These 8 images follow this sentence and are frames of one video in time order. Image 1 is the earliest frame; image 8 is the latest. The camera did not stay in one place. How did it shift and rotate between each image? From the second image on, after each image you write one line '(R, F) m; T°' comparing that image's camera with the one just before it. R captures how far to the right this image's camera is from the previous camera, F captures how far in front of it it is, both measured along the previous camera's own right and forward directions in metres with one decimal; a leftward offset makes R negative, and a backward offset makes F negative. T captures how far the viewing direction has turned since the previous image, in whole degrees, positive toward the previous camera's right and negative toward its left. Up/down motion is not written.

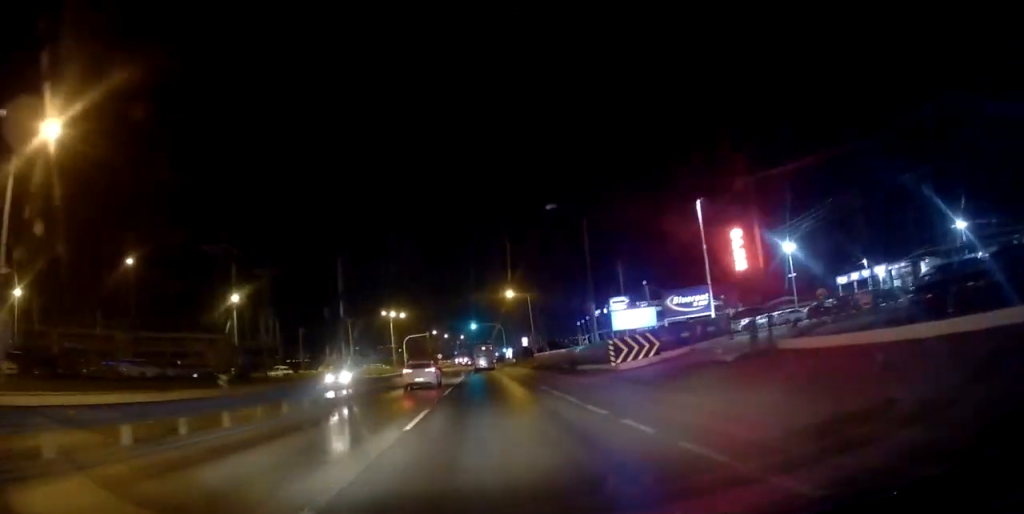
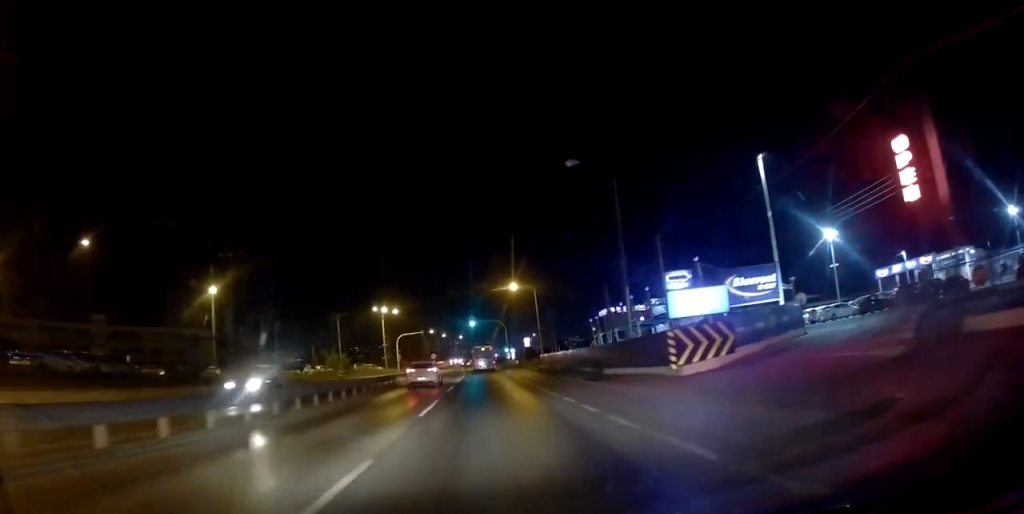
(+0.2, +8.7) m; 0°
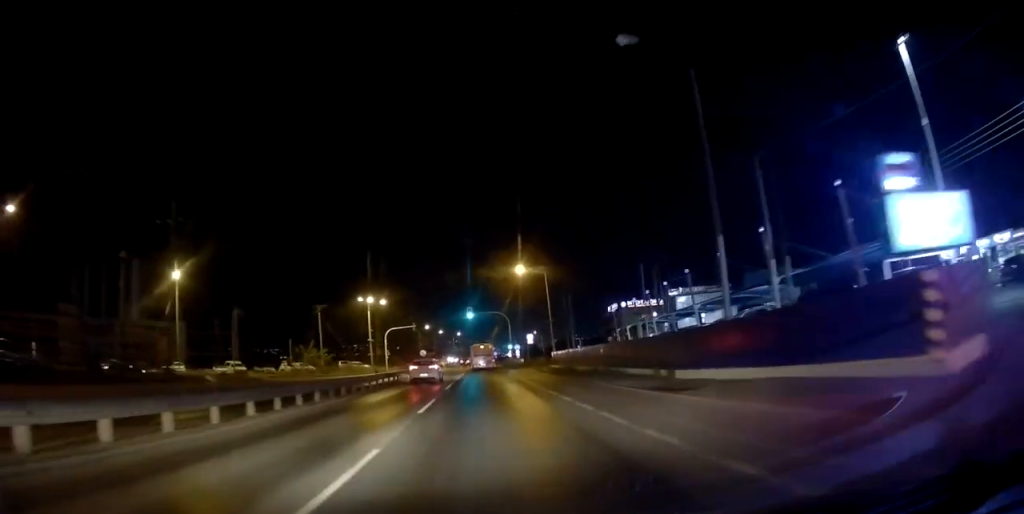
(+0.2, +11.8) m; 0°
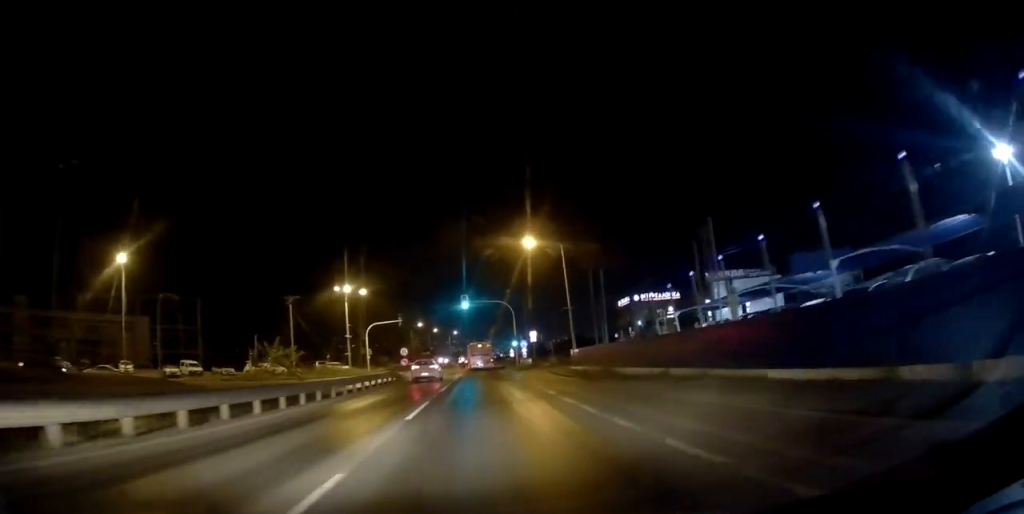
(-0.2, +13.2) m; -1°
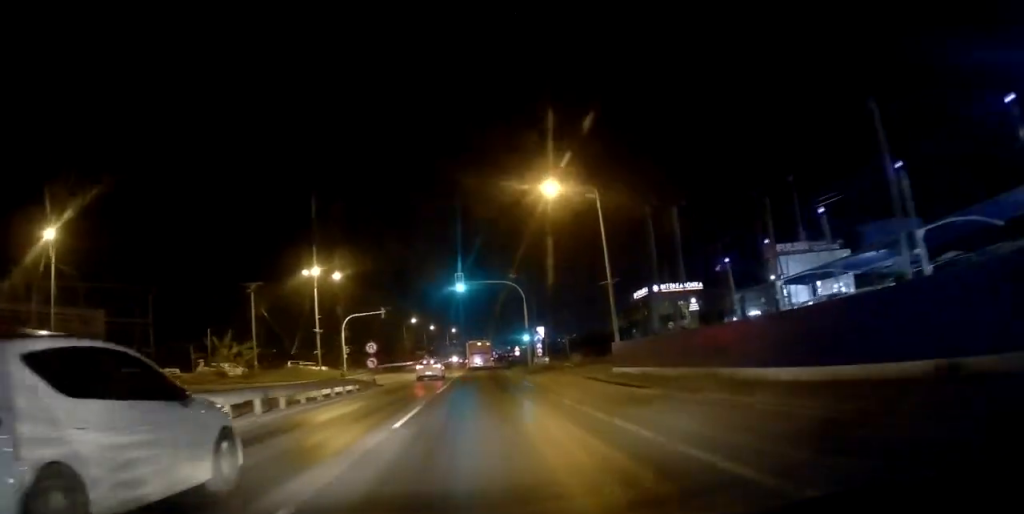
(-0.1, +13.7) m; 0°
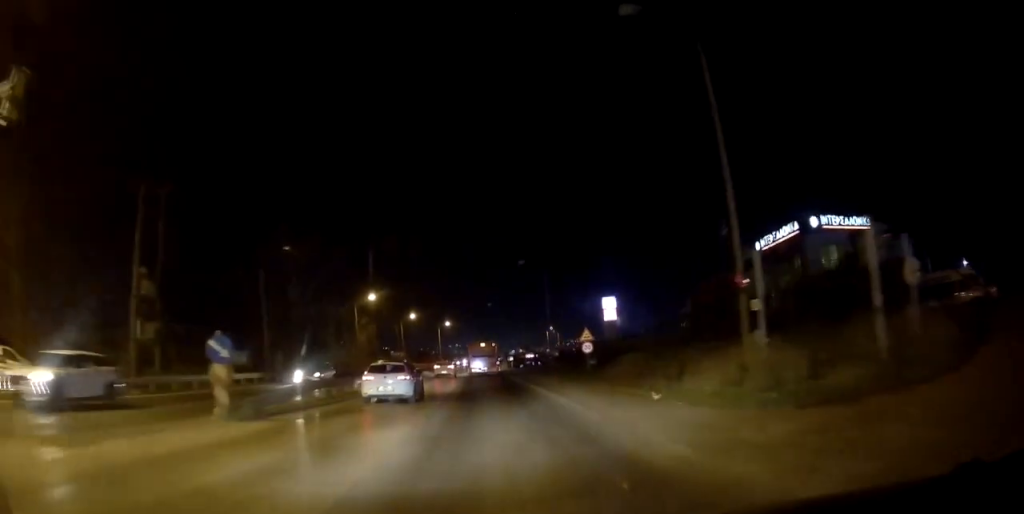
(-0.1, +54.2) m; -1°
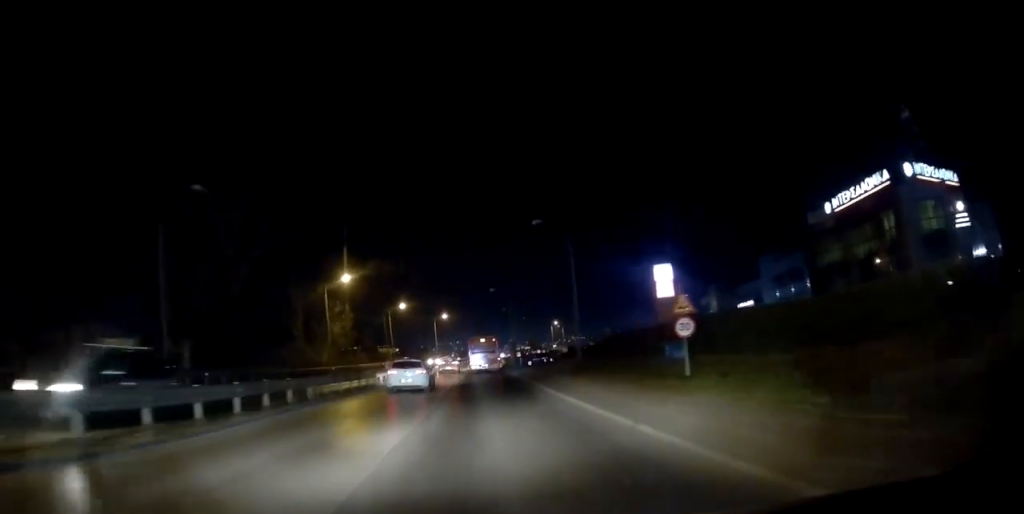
(-0.1, +15.4) m; -1°
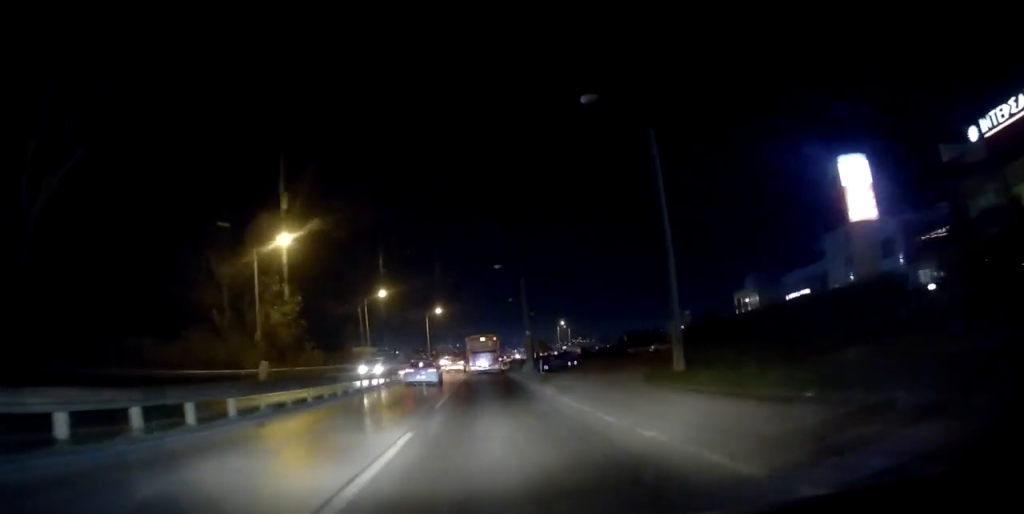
(0.0, +20.4) m; +1°
